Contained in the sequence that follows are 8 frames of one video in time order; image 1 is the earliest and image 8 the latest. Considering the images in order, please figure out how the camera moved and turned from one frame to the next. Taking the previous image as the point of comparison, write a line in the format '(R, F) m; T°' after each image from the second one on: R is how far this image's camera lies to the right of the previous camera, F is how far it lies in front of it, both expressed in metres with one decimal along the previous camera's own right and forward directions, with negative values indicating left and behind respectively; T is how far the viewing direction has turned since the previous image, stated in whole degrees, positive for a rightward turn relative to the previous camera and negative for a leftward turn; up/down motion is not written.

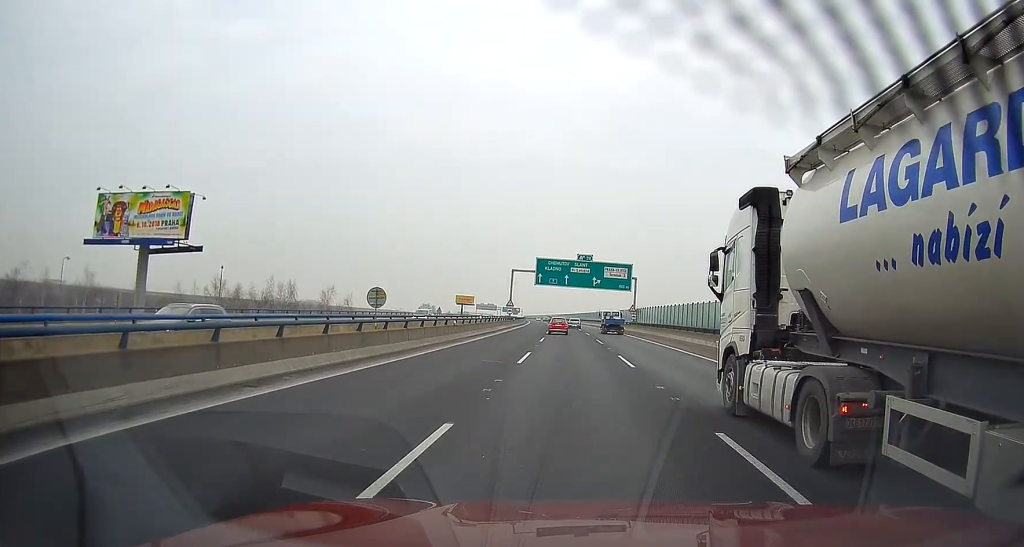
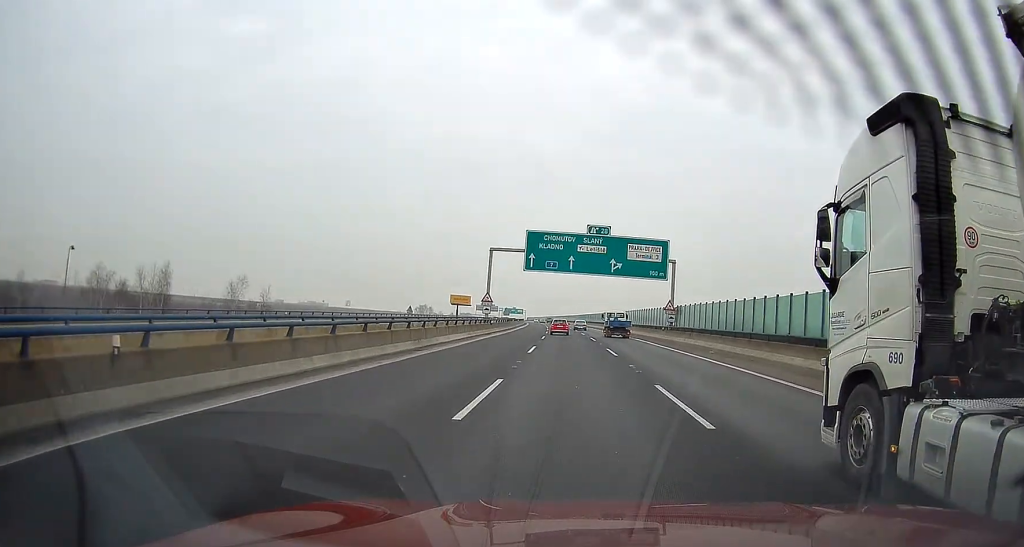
(0.0, +29.7) m; +1°
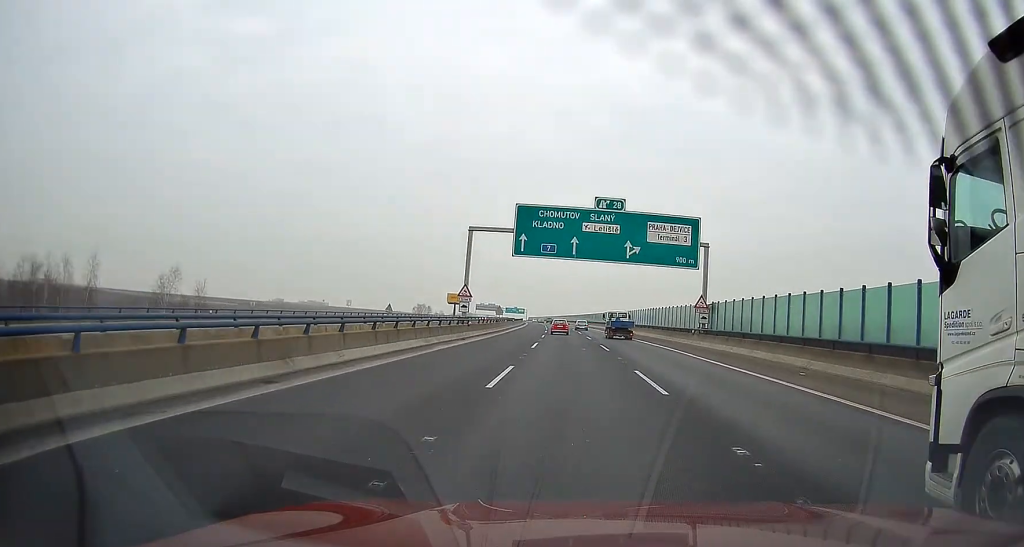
(+0.2, +14.0) m; 0°
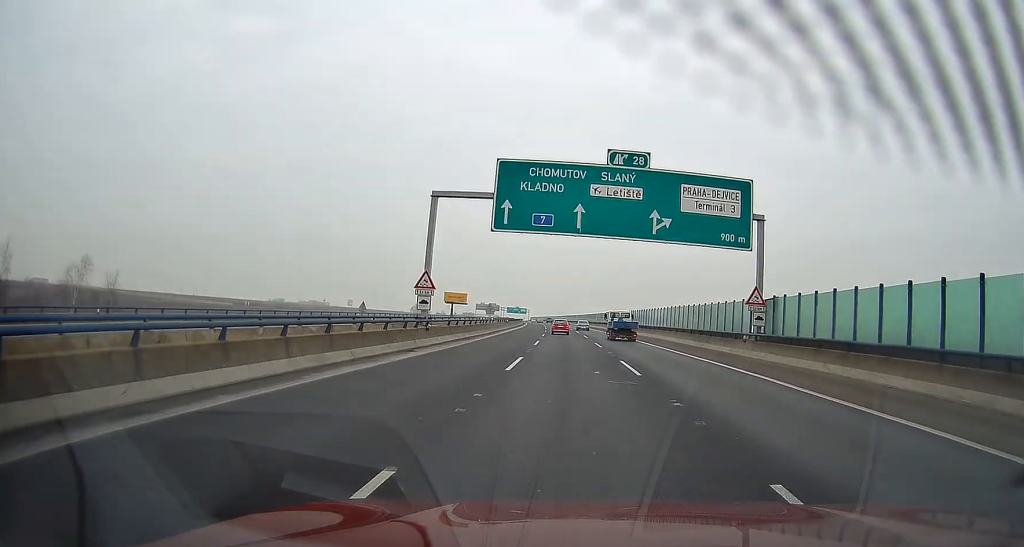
(+0.1, +13.6) m; 0°
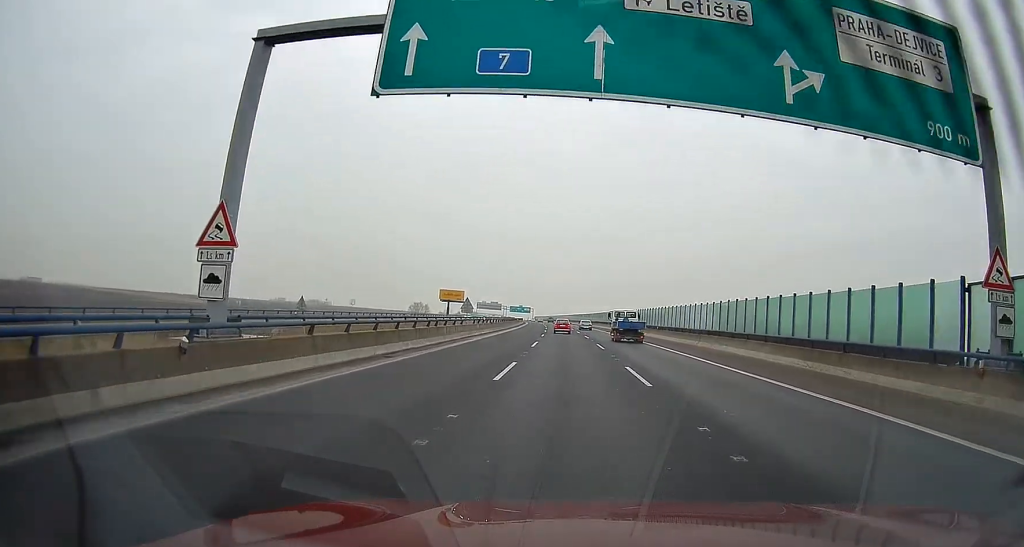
(0.0, +20.9) m; 0°
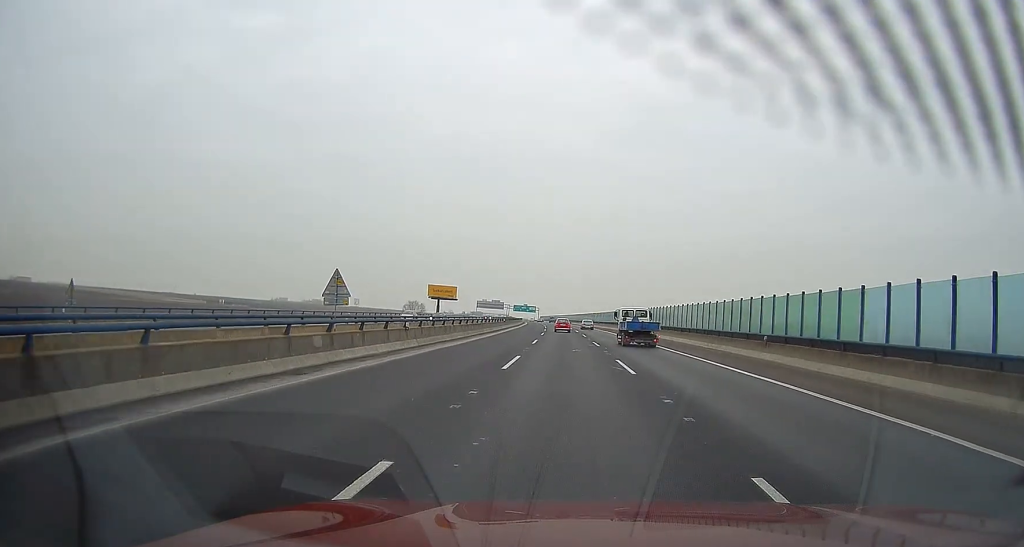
(-0.1, +33.7) m; -1°
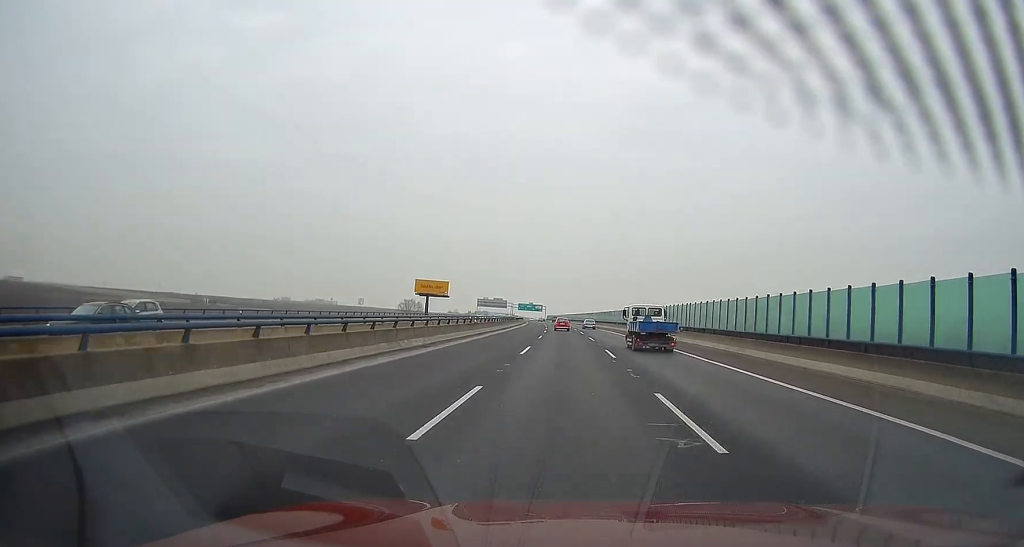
(-0.2, +28.7) m; -1°
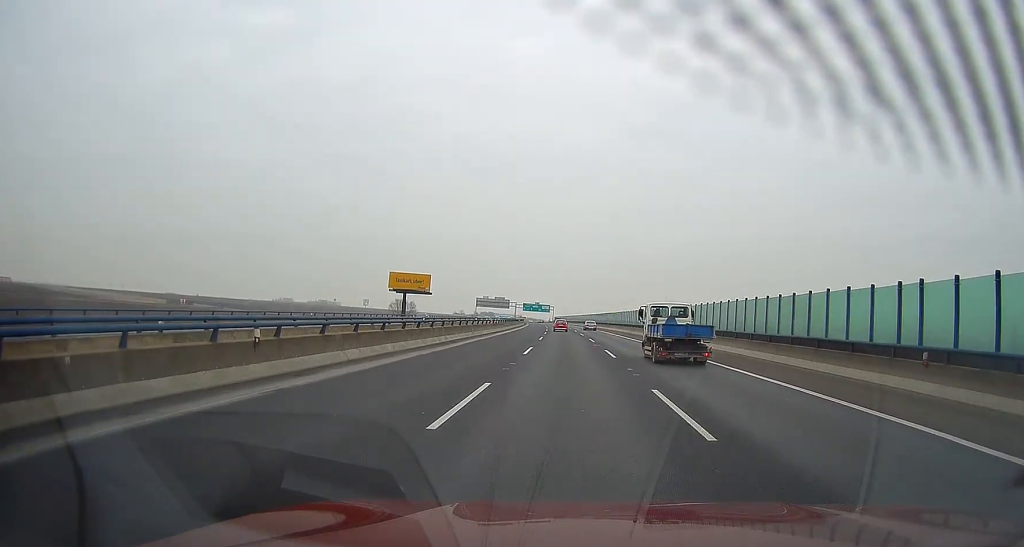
(-0.1, +34.5) m; -1°
